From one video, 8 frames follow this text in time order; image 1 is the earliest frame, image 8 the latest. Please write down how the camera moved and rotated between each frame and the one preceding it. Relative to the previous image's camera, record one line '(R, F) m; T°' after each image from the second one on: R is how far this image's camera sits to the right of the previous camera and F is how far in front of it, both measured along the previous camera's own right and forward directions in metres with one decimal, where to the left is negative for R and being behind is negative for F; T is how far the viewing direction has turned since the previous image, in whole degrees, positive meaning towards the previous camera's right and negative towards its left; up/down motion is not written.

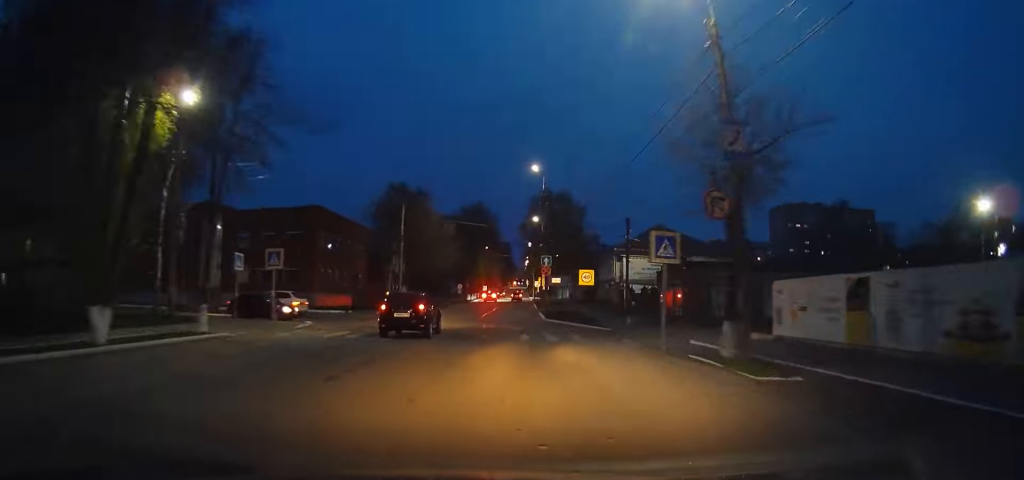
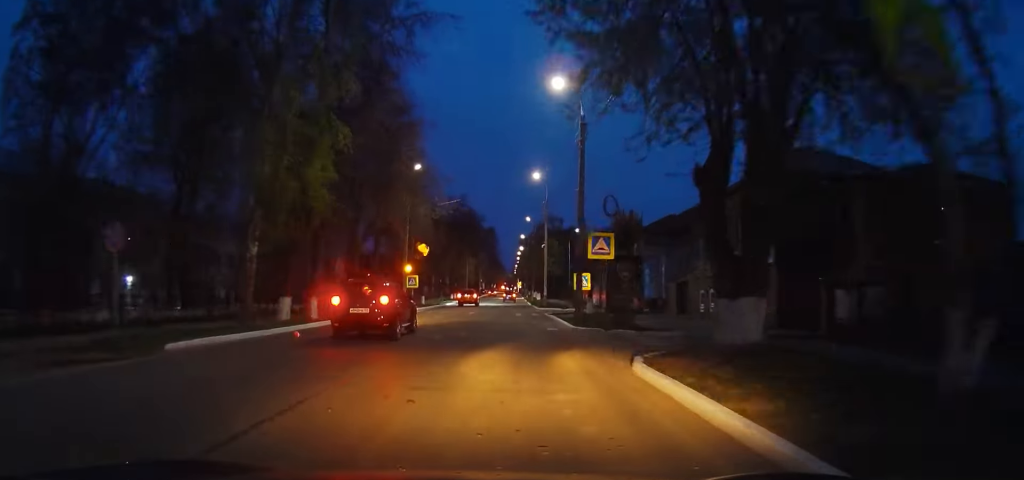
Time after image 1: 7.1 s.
(+2.6, +65.6) m; +4°
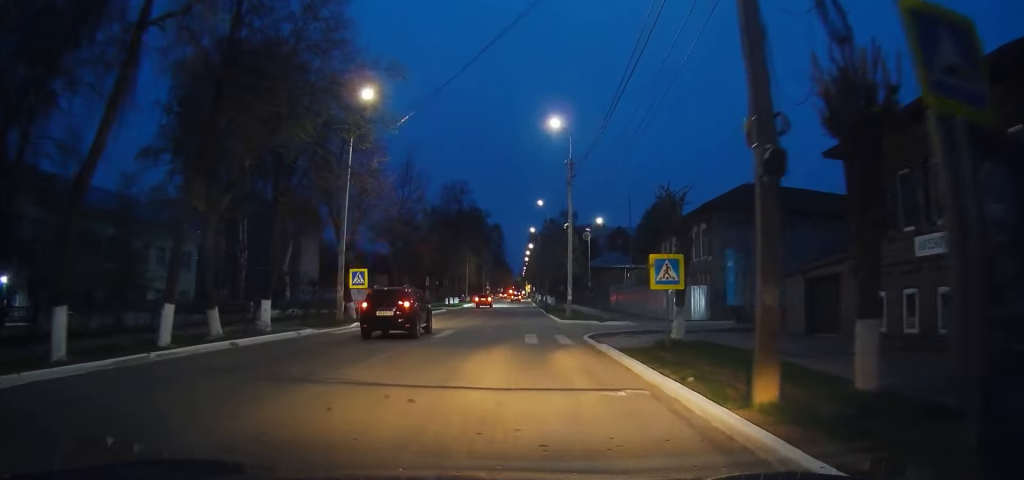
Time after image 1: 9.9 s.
(+0.3, +22.9) m; -1°
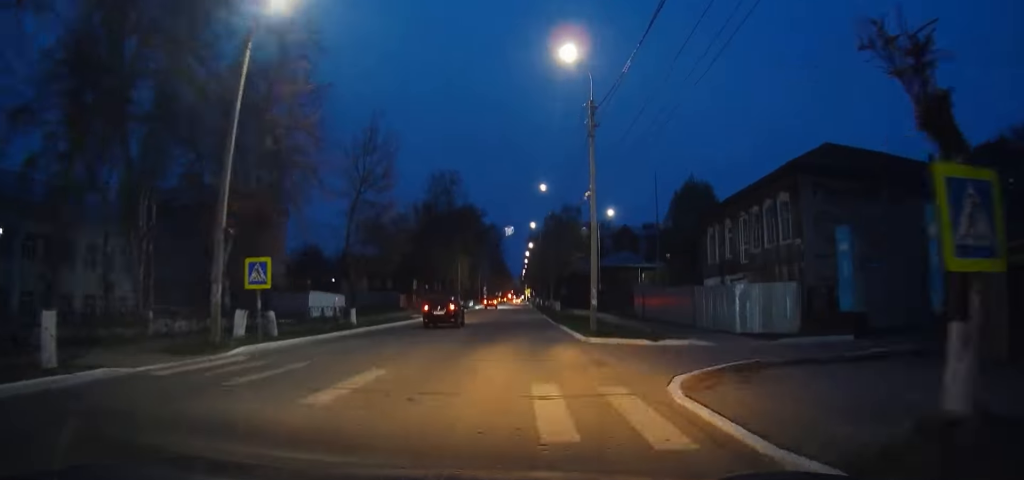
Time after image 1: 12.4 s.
(+0.4, +20.3) m; -3°
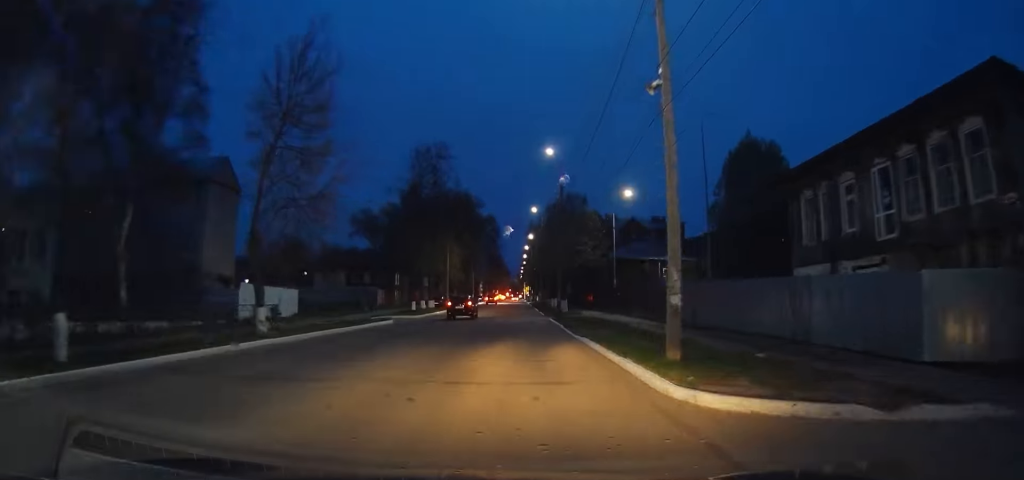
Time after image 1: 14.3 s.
(-1.1, +17.1) m; -1°
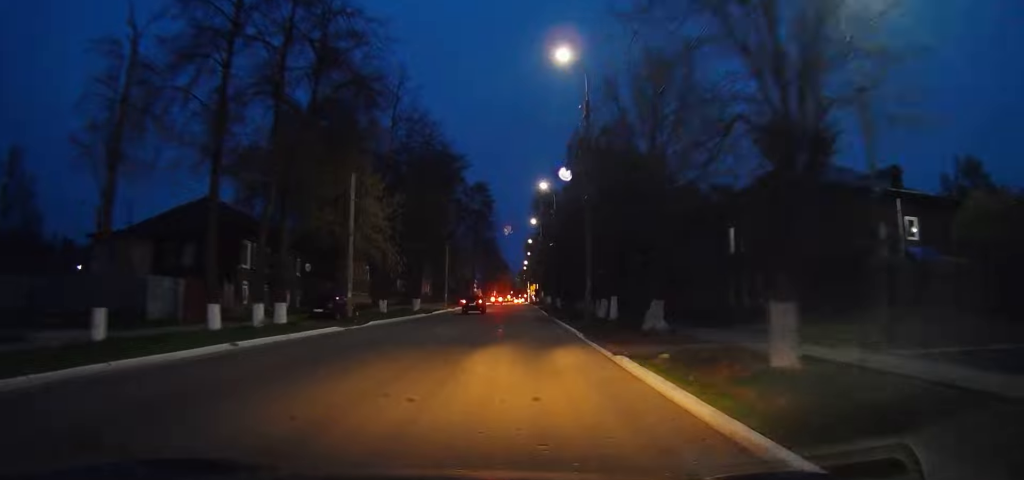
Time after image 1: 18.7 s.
(-1.2, +44.4) m; -1°
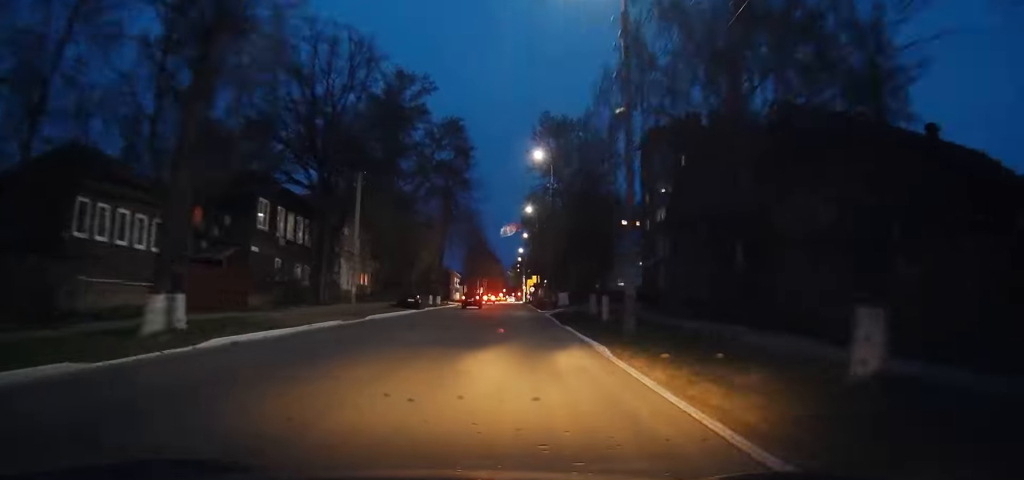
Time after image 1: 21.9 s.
(+0.4, +35.6) m; +1°
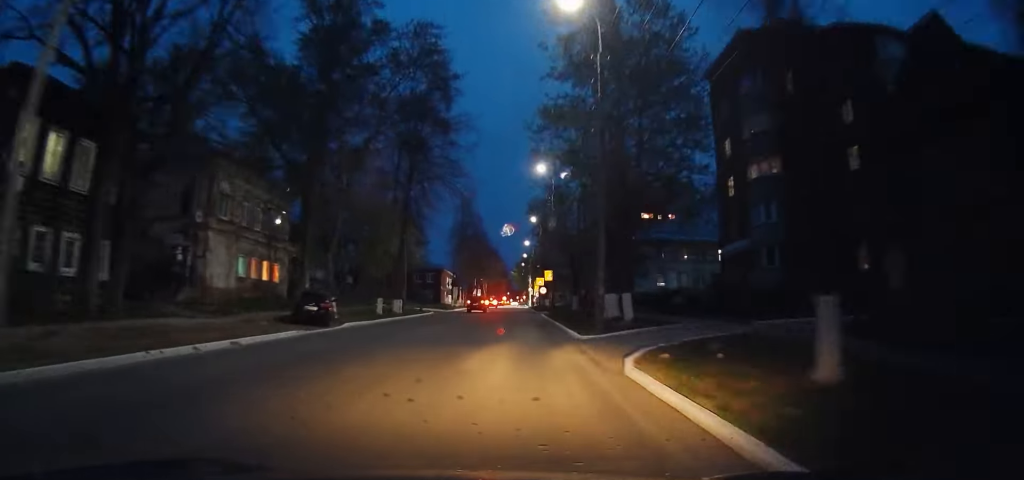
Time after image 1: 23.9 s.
(+0.3, +22.7) m; +1°
